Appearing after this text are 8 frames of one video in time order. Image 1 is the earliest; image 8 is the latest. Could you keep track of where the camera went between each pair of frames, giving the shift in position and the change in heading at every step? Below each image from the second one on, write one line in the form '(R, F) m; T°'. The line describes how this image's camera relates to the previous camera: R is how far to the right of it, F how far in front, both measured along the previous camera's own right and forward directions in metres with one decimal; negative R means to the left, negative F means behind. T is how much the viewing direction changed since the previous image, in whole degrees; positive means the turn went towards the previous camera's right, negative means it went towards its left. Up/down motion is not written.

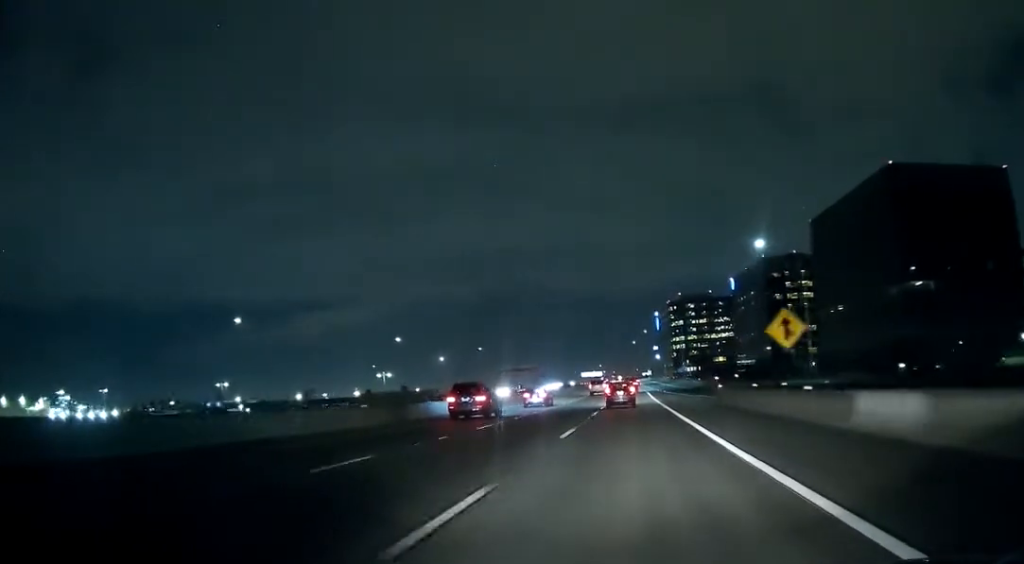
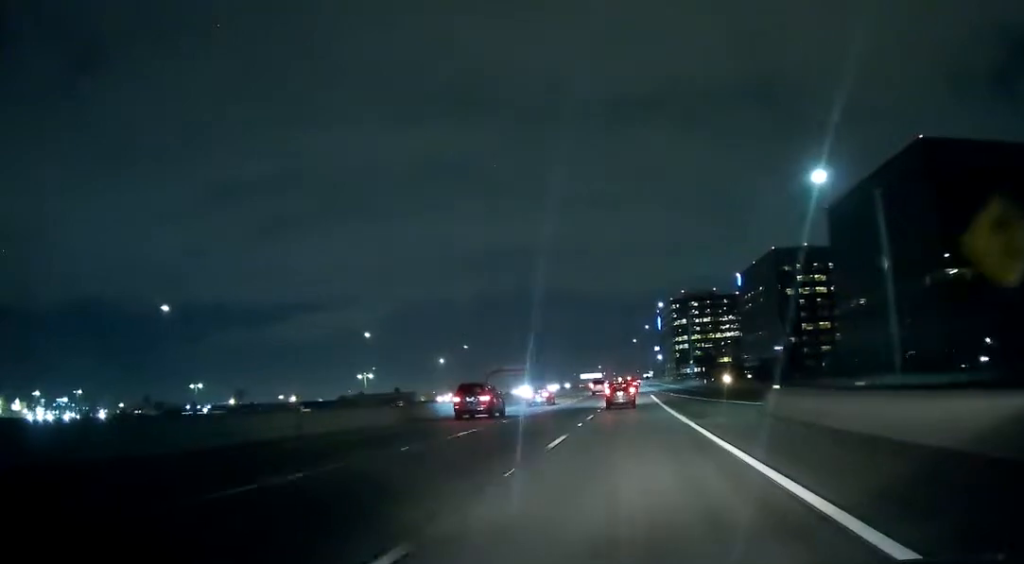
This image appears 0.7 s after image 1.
(0.0, +18.2) m; 0°
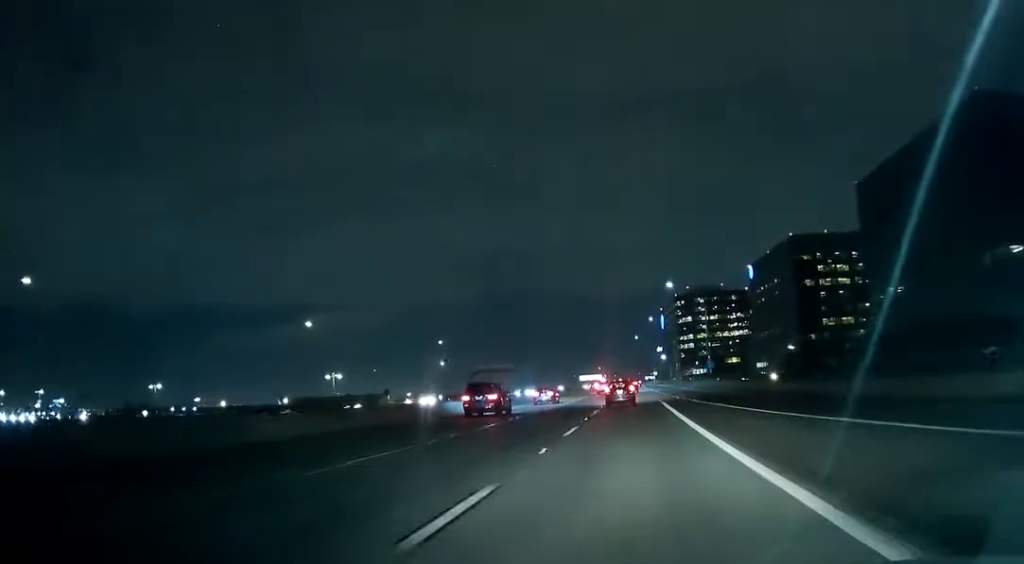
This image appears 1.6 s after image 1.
(0.0, +25.4) m; 0°
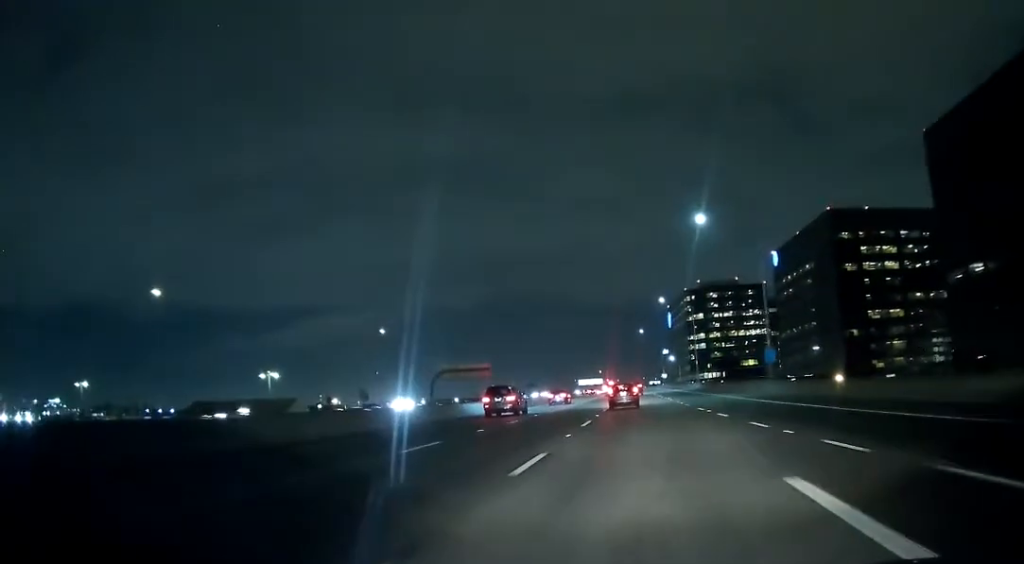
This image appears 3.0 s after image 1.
(-0.1, +38.6) m; 0°
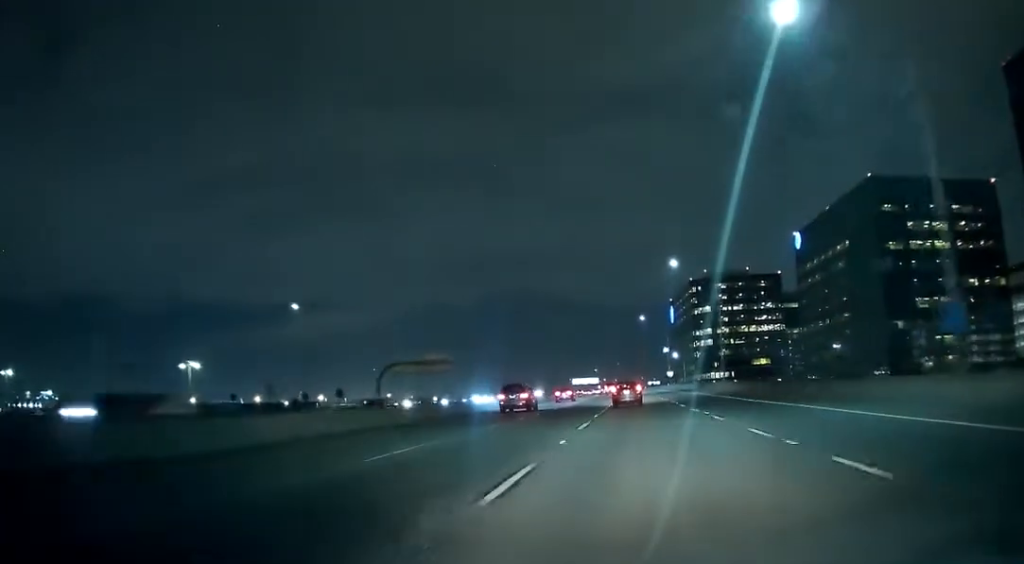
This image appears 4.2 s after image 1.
(+0.1, +31.8) m; 0°
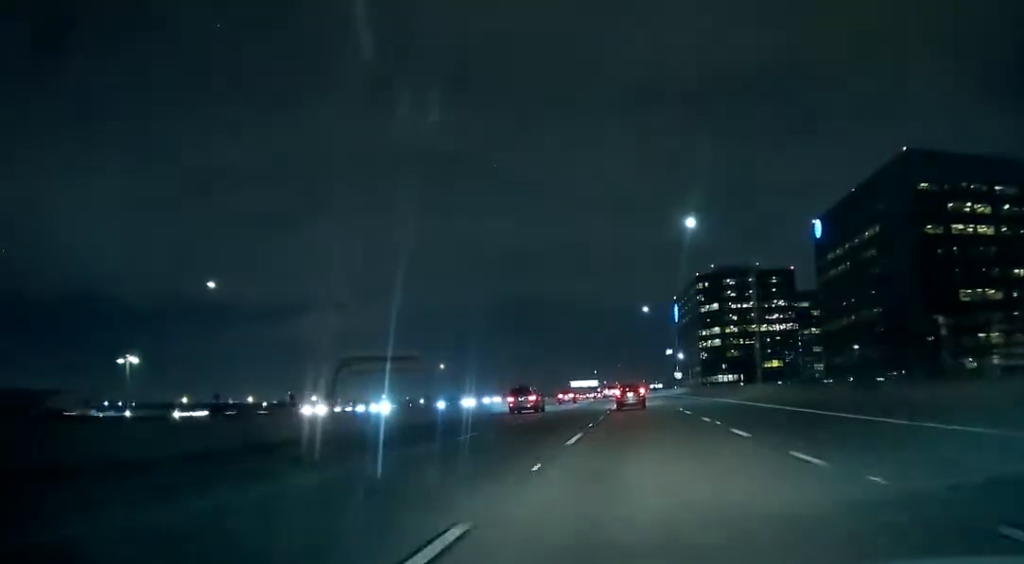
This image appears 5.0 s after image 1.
(0.0, +19.9) m; 0°
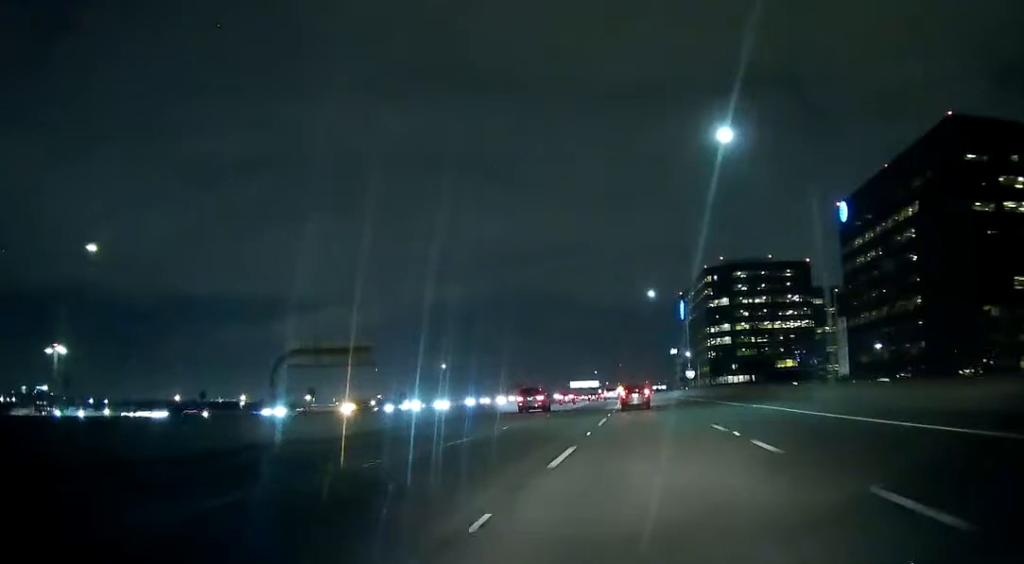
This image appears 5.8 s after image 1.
(0.0, +19.6) m; 0°
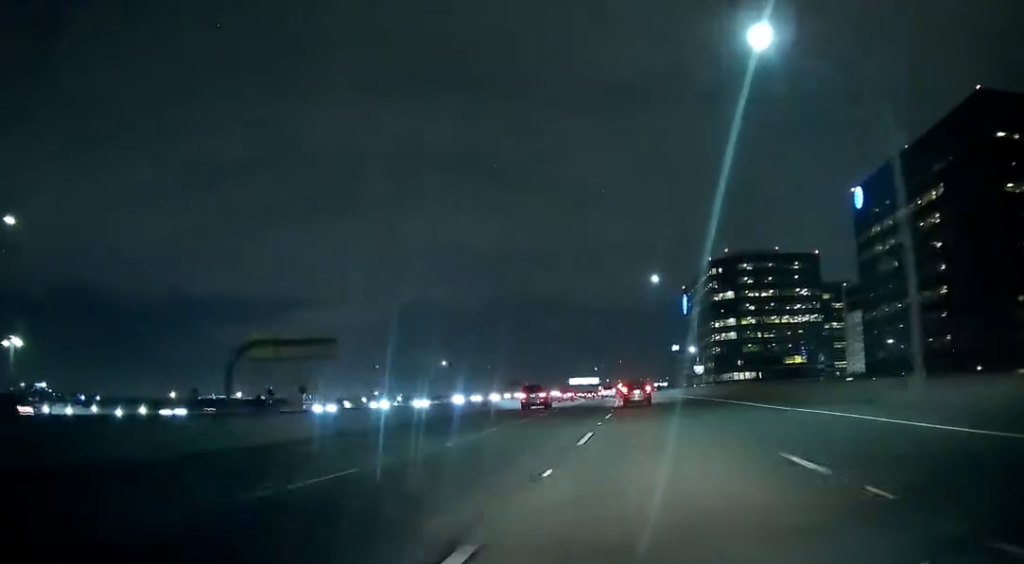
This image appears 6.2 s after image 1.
(0.0, +10.2) m; 0°
